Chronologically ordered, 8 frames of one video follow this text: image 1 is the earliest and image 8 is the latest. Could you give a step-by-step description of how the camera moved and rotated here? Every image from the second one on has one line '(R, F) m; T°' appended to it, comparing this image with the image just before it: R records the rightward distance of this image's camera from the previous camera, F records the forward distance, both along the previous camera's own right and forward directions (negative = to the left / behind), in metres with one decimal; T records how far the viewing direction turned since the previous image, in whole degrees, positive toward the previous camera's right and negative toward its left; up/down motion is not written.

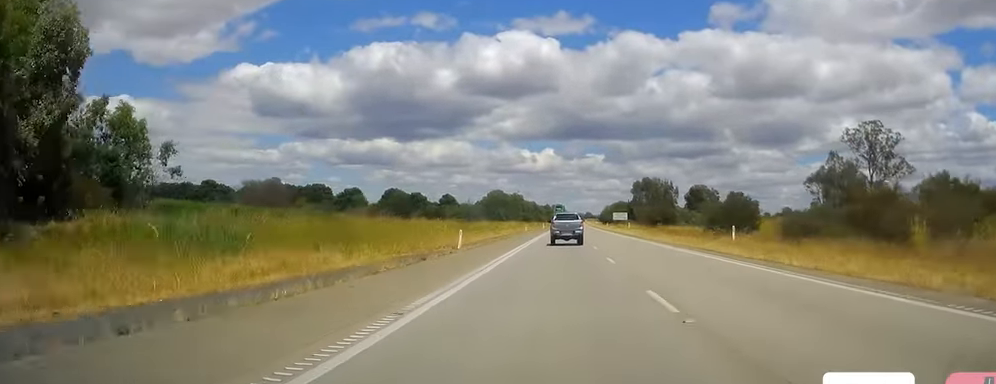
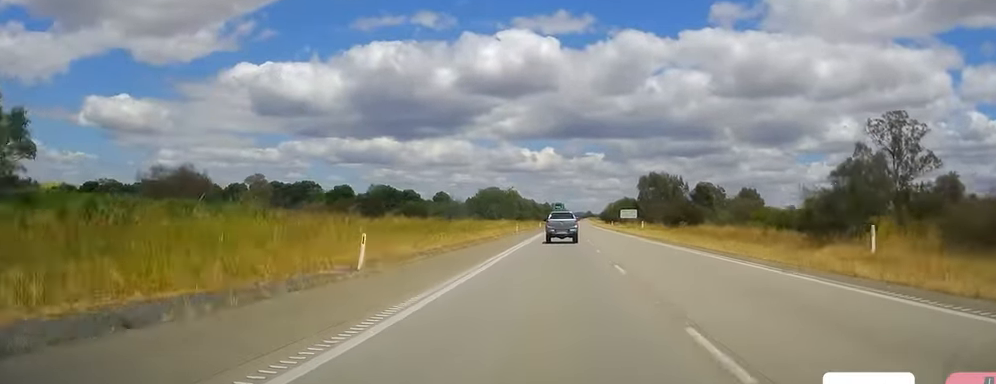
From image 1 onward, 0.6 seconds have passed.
(+0.3, +17.2) m; 0°
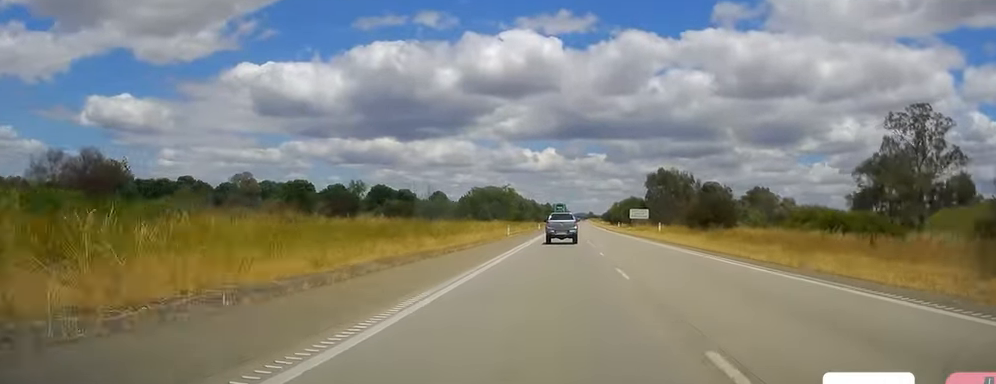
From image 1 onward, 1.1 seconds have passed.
(+0.3, +13.4) m; 0°
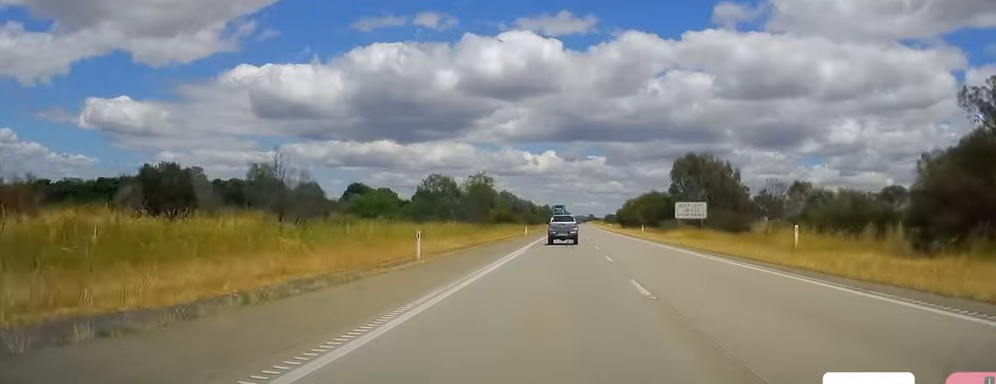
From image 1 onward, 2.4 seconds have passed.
(-0.7, +39.4) m; -1°
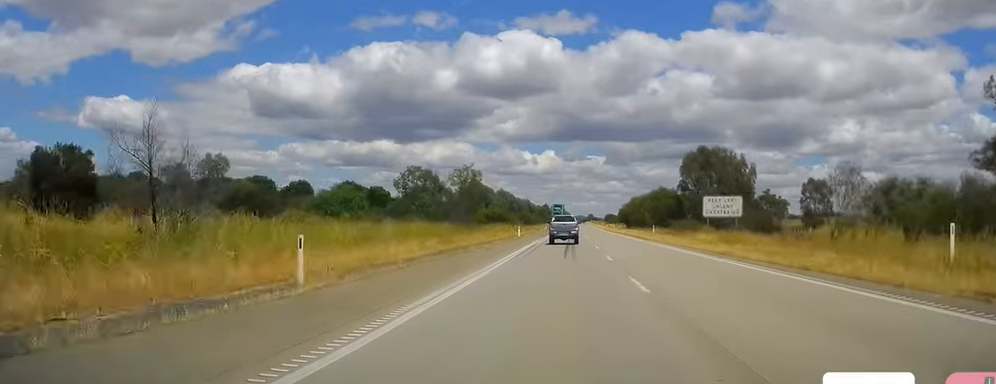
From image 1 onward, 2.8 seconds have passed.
(-0.1, +11.5) m; 0°
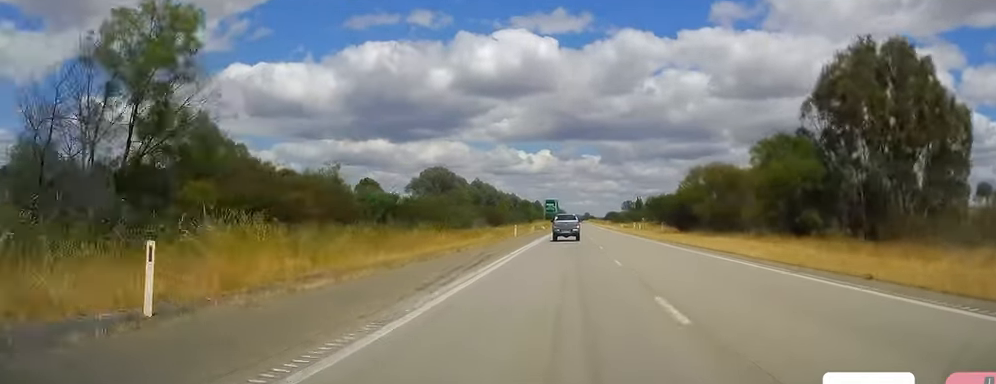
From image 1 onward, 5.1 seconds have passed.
(+0.2, +65.2) m; 0°
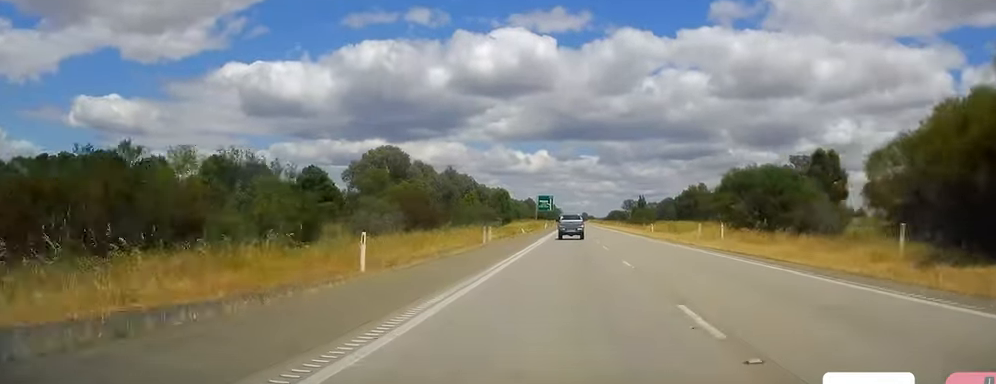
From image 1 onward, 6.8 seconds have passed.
(+0.1, +50.0) m; +1°
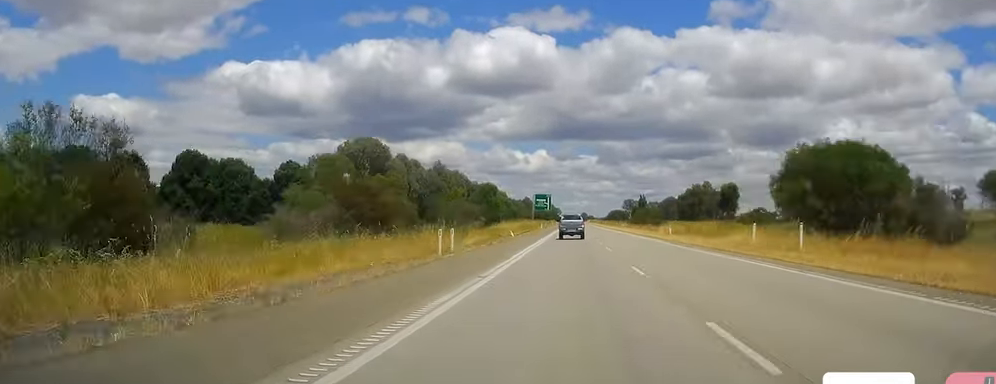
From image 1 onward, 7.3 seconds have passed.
(+0.1, +14.4) m; +1°
